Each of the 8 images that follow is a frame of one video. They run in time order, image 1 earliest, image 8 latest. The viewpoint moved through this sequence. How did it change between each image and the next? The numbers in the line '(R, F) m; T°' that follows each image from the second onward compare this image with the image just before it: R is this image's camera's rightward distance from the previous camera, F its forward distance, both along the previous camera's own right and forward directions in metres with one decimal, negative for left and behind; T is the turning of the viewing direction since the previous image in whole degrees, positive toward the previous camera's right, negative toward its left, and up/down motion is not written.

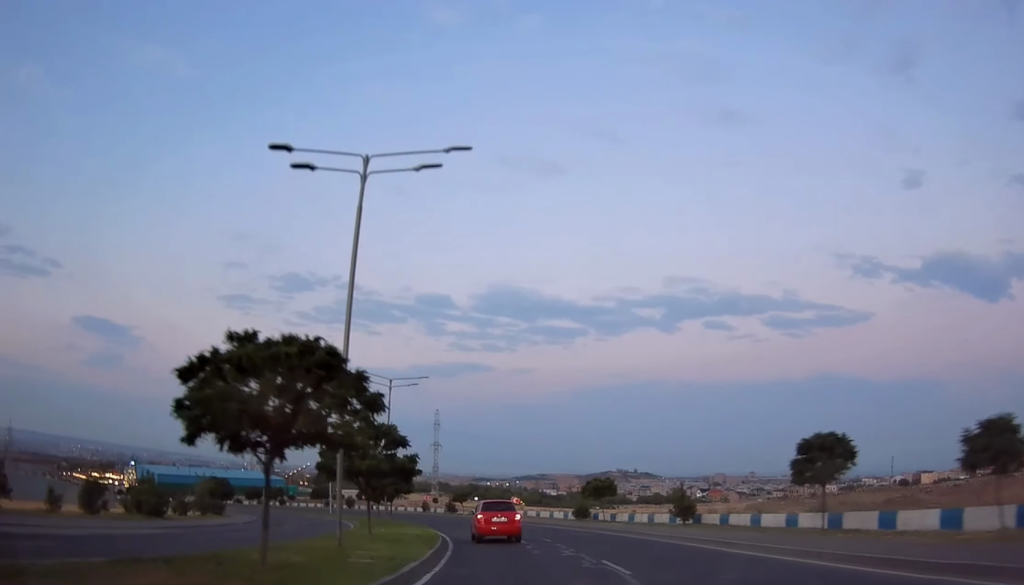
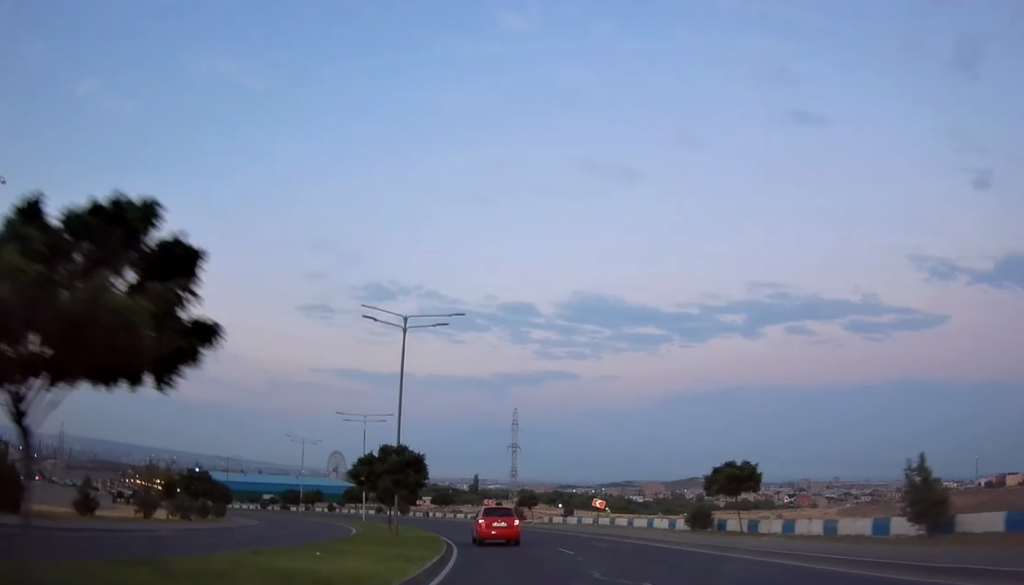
(-0.9, +16.1) m; -8°
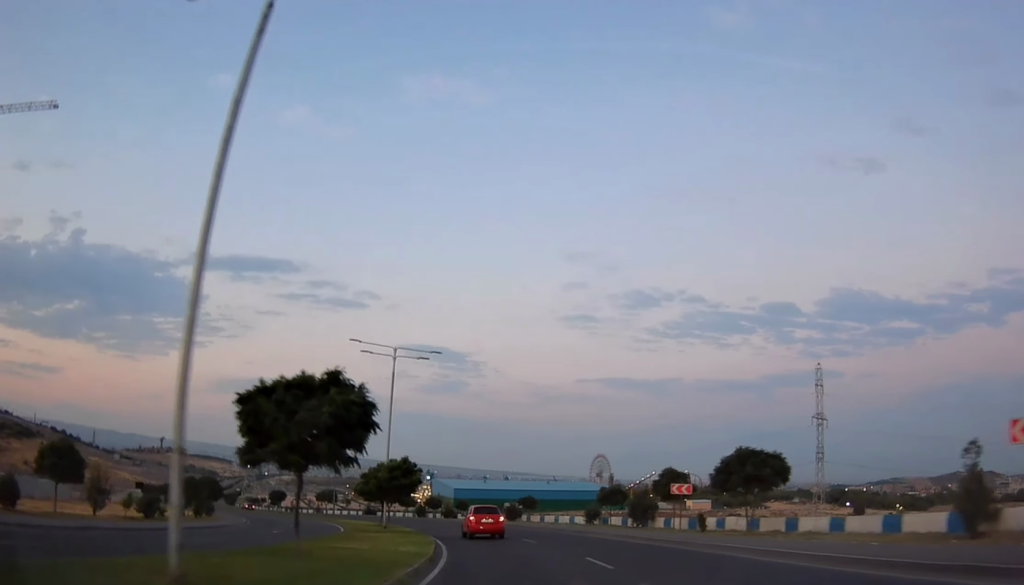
(-14.4, +50.9) m; -27°
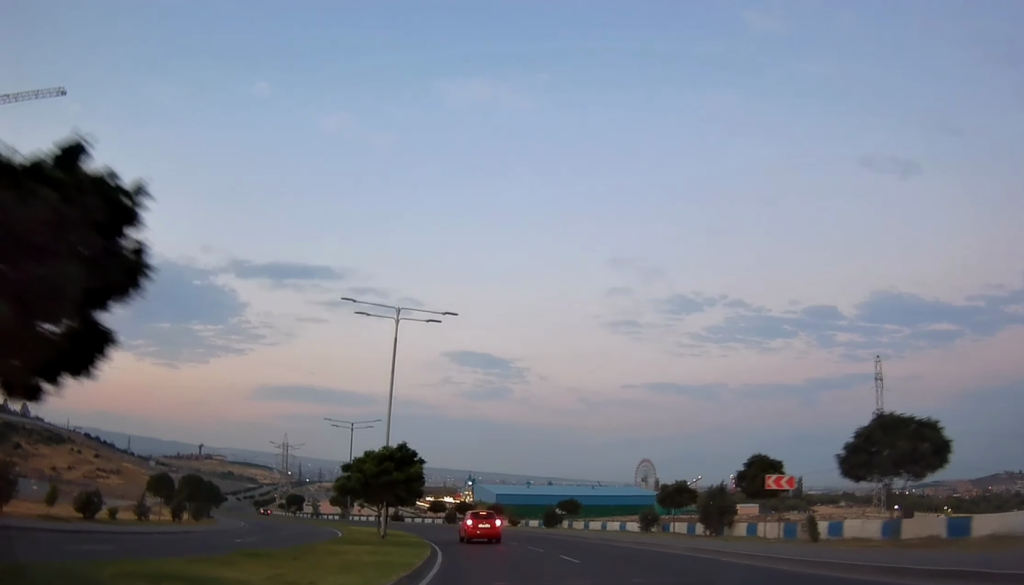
(-0.5, +8.6) m; -4°
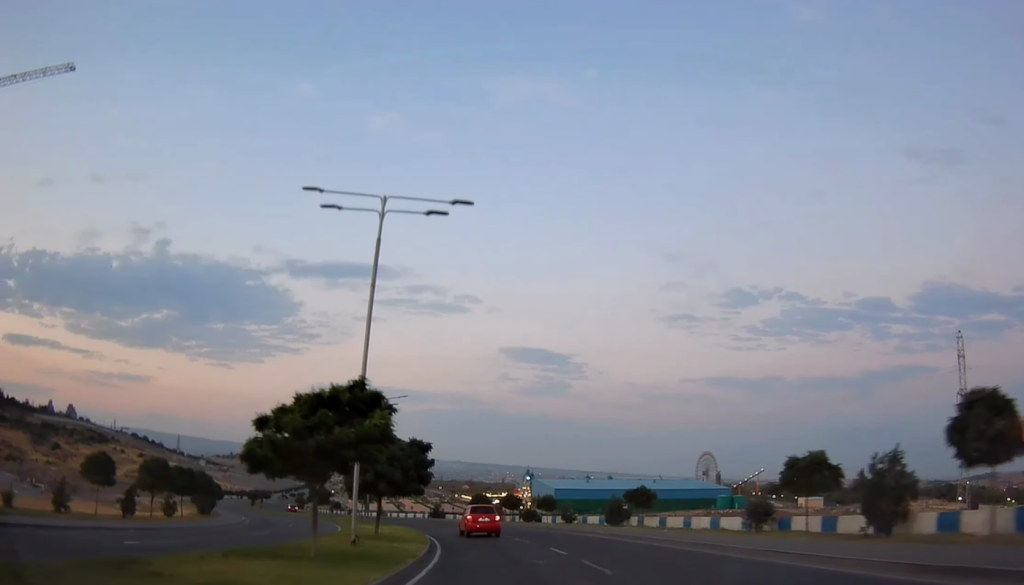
(0.0, +10.9) m; -5°
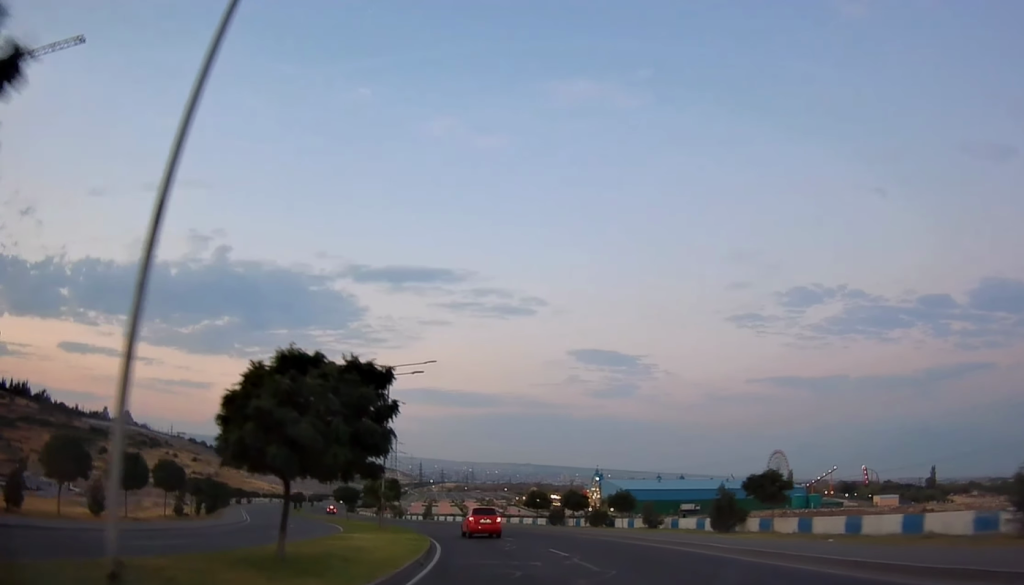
(-1.0, +12.8) m; -5°
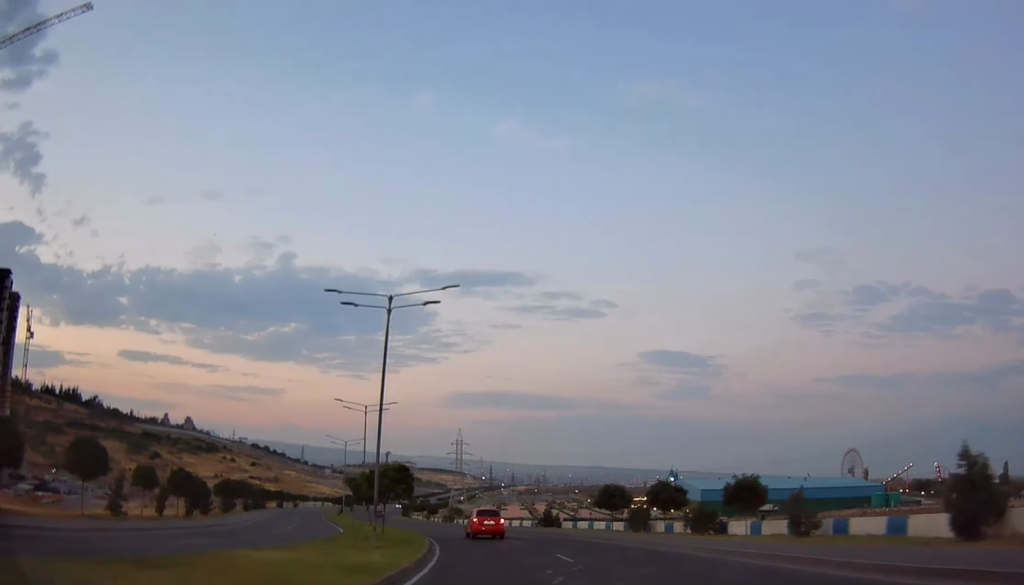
(-0.6, +13.5) m; -5°
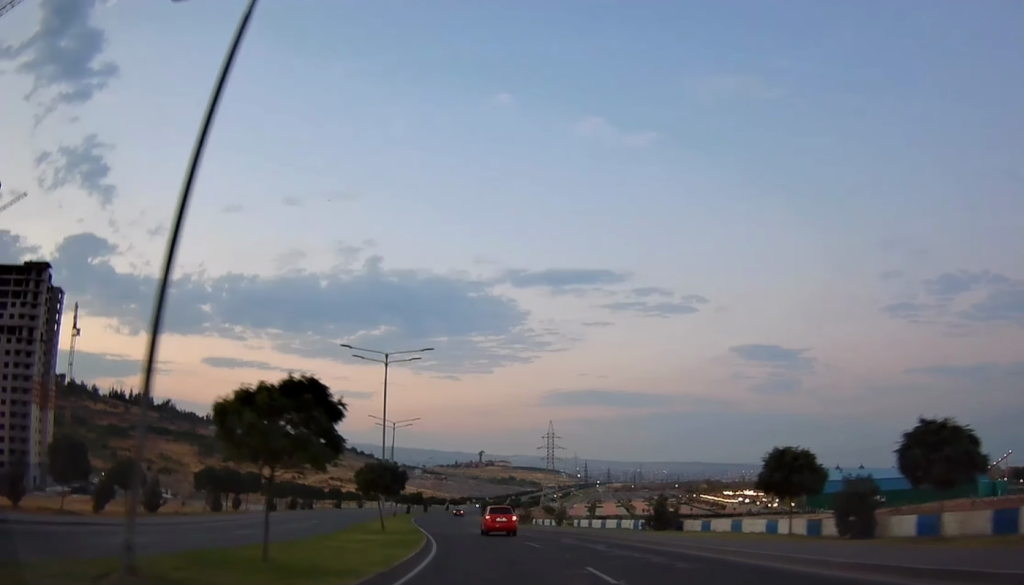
(-0.8, +18.4) m; -7°
